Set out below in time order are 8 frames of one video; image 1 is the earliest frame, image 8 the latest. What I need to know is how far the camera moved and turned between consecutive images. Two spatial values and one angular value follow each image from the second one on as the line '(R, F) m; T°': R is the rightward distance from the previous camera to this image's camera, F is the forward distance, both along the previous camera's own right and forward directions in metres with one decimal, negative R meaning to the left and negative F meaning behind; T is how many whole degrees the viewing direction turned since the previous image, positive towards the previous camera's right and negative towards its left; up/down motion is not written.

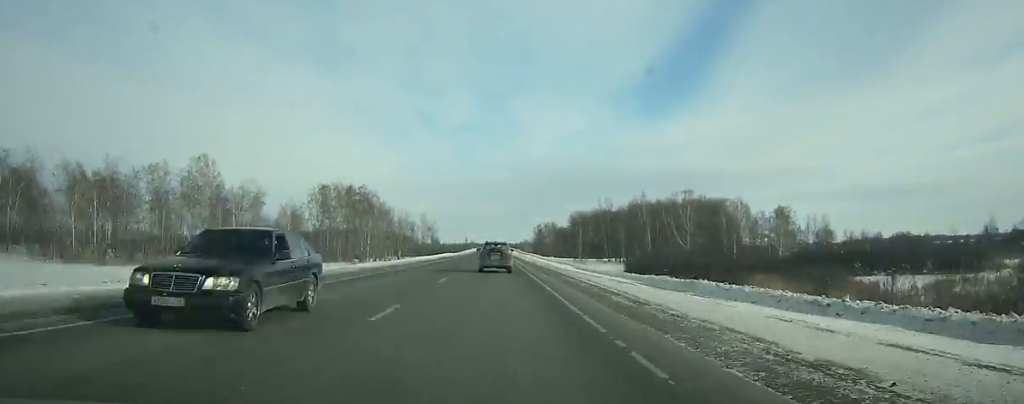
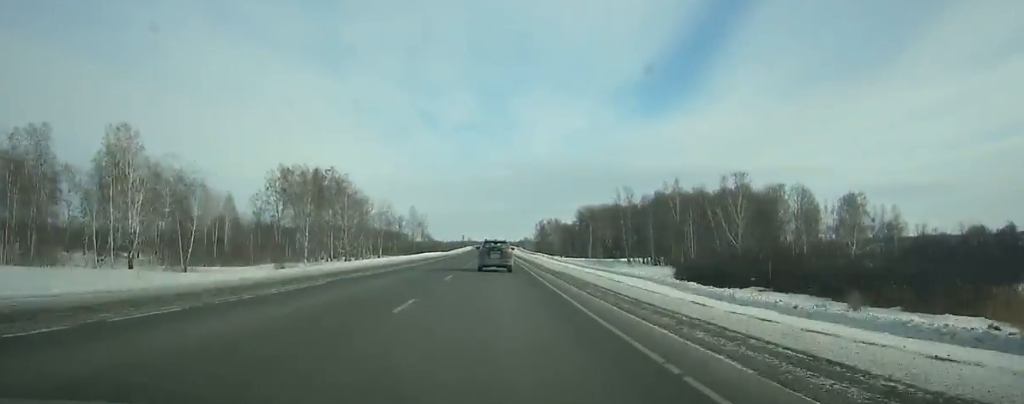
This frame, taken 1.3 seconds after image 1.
(0.0, +35.1) m; 0°
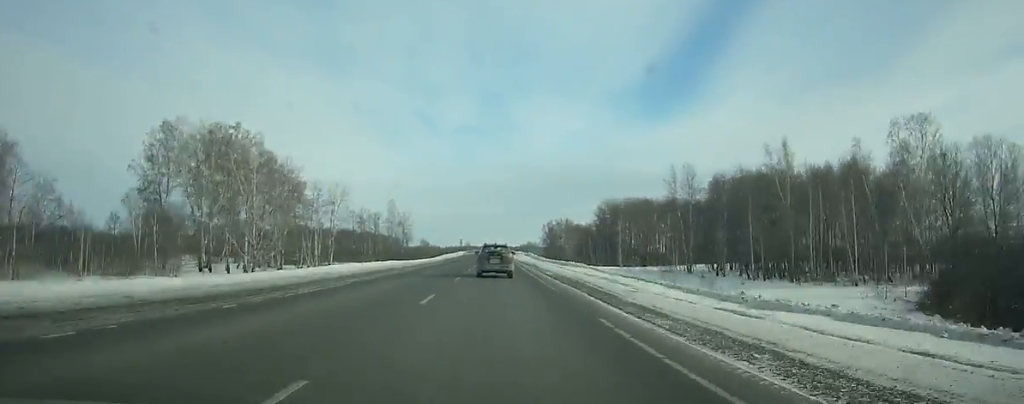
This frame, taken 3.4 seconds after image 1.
(-0.1, +56.3) m; 0°
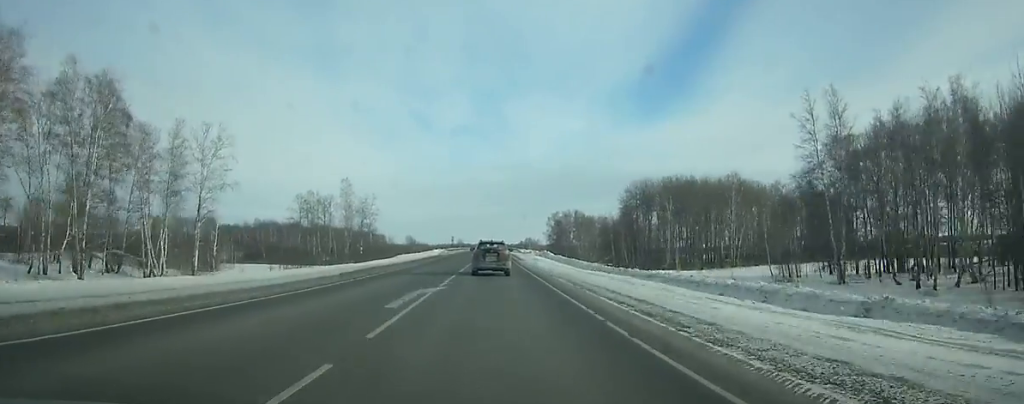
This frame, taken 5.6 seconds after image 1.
(+0.2, +58.5) m; 0°
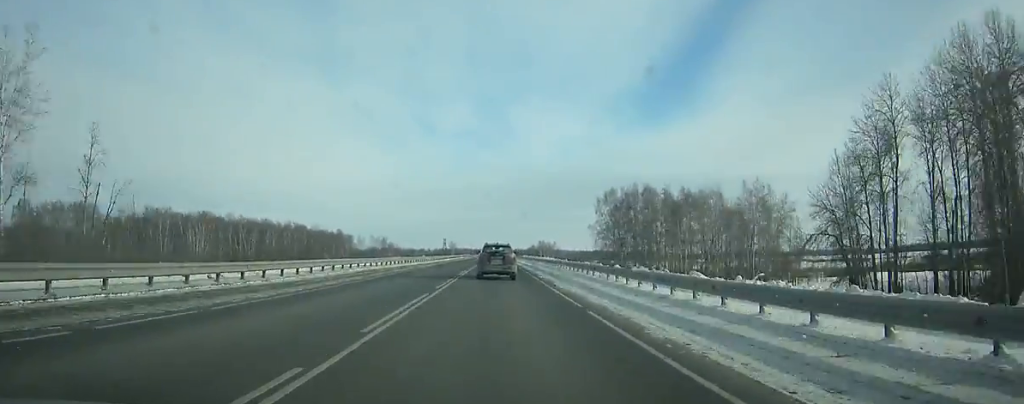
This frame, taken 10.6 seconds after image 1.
(+0.2, +131.2) m; 0°
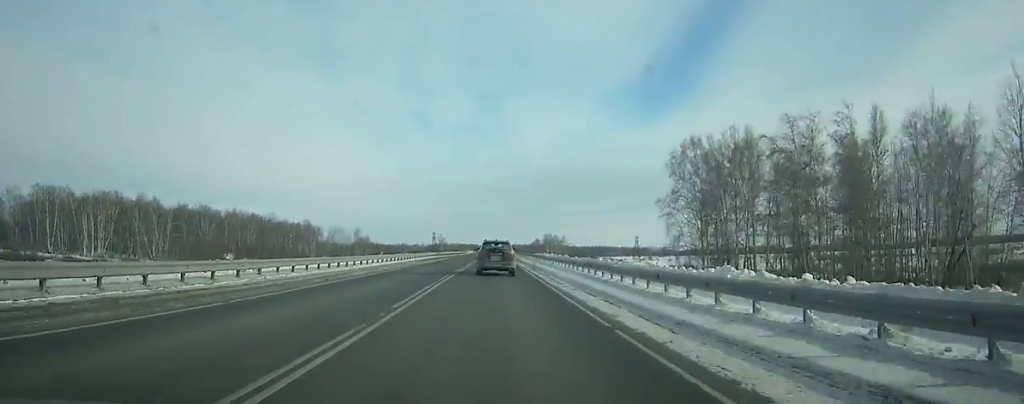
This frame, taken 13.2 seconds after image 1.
(0.0, +67.3) m; 0°
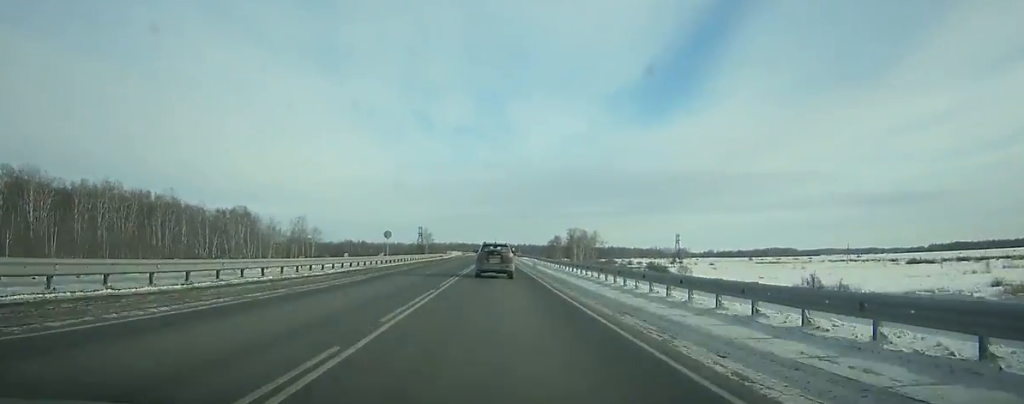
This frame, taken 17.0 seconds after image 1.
(0.0, +97.8) m; 0°
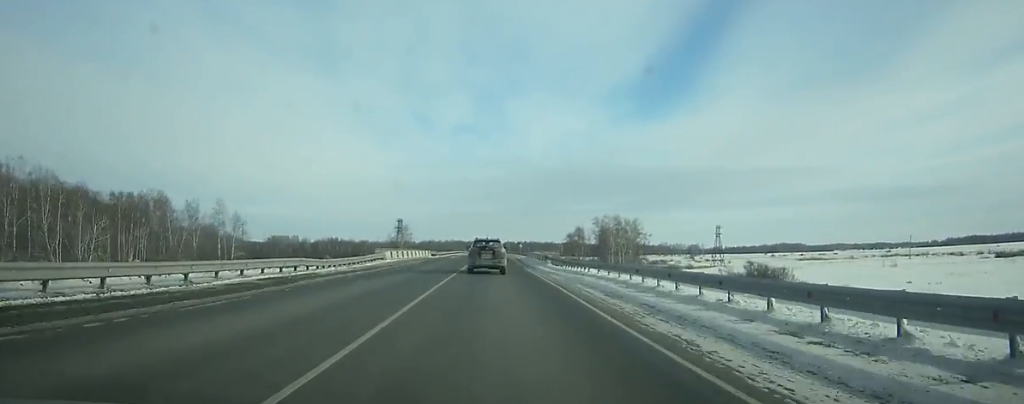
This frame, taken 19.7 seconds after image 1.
(0.0, +69.0) m; 0°
